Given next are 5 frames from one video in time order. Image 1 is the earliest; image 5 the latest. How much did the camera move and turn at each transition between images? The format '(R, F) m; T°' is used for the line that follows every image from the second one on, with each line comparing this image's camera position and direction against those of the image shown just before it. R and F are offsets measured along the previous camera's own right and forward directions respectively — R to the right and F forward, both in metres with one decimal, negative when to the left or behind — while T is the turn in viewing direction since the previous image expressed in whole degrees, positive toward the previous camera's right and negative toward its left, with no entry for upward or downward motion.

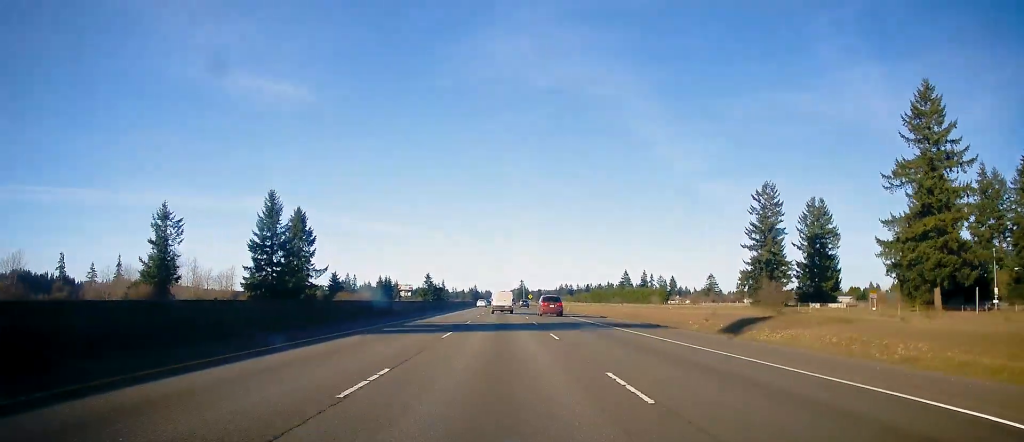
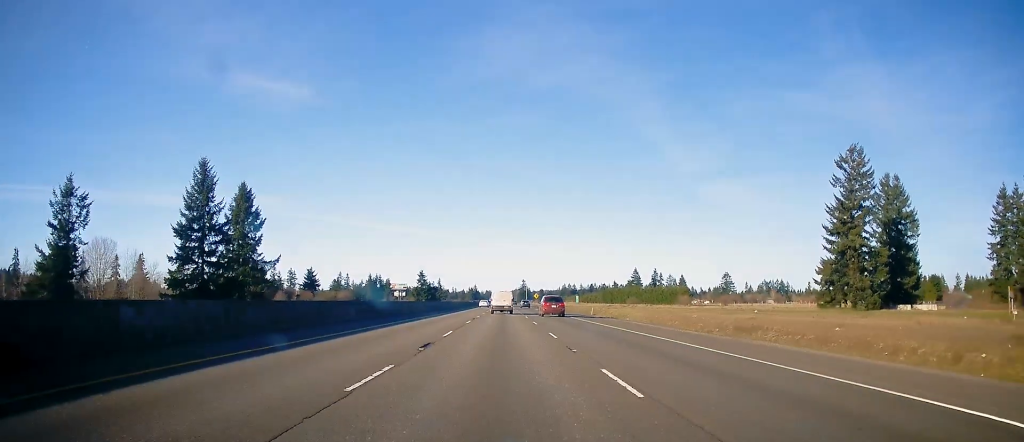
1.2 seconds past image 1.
(0.0, +36.2) m; 0°
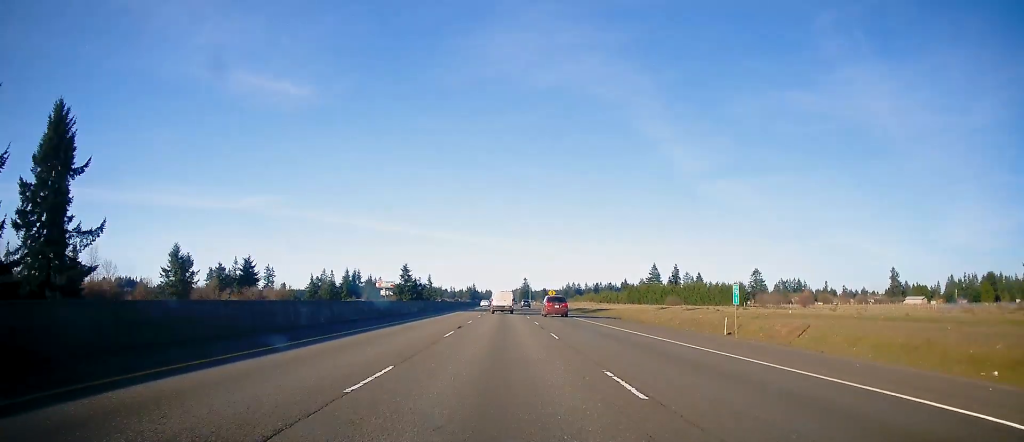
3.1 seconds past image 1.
(-0.1, +60.7) m; 0°
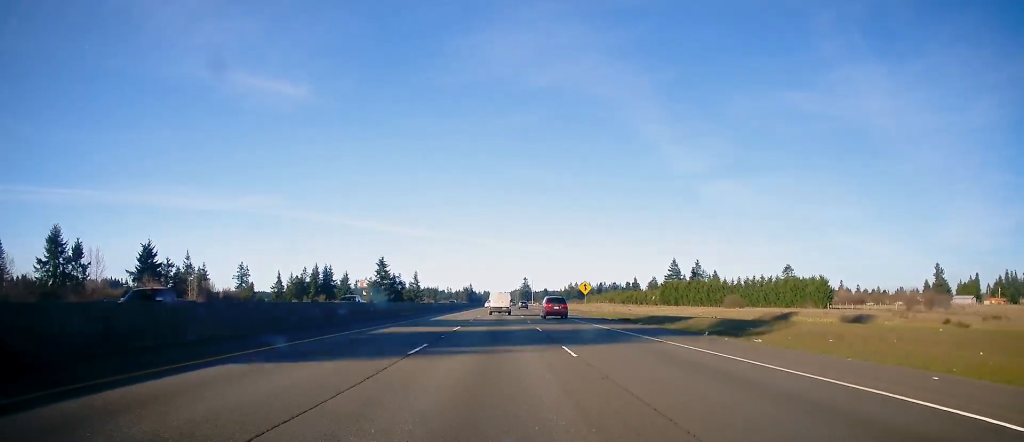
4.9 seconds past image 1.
(+0.4, +54.9) m; 0°
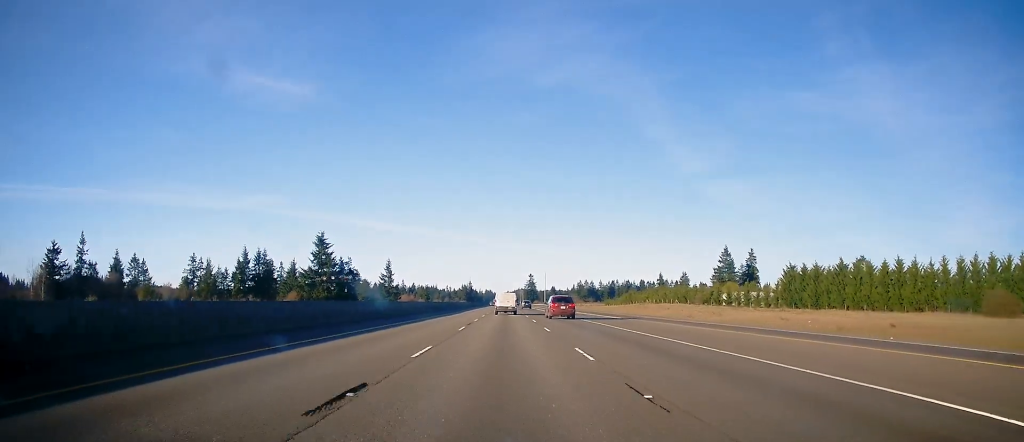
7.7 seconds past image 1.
(-1.1, +87.3) m; -1°
